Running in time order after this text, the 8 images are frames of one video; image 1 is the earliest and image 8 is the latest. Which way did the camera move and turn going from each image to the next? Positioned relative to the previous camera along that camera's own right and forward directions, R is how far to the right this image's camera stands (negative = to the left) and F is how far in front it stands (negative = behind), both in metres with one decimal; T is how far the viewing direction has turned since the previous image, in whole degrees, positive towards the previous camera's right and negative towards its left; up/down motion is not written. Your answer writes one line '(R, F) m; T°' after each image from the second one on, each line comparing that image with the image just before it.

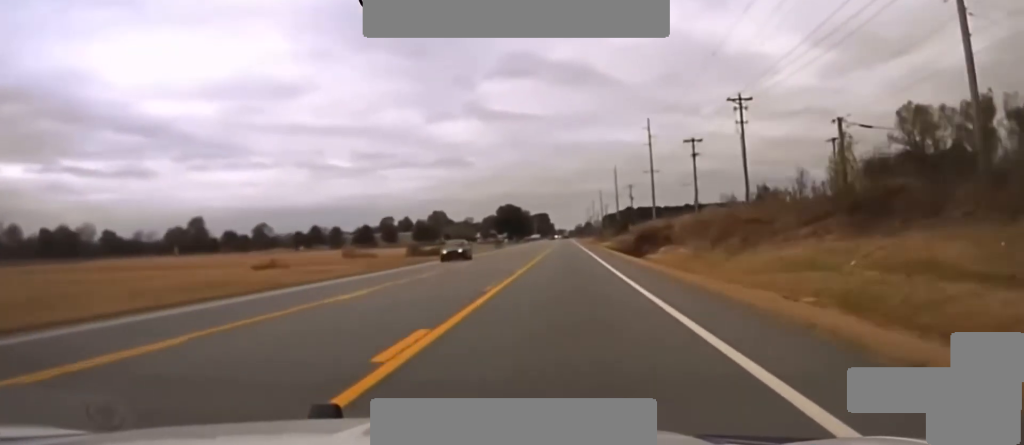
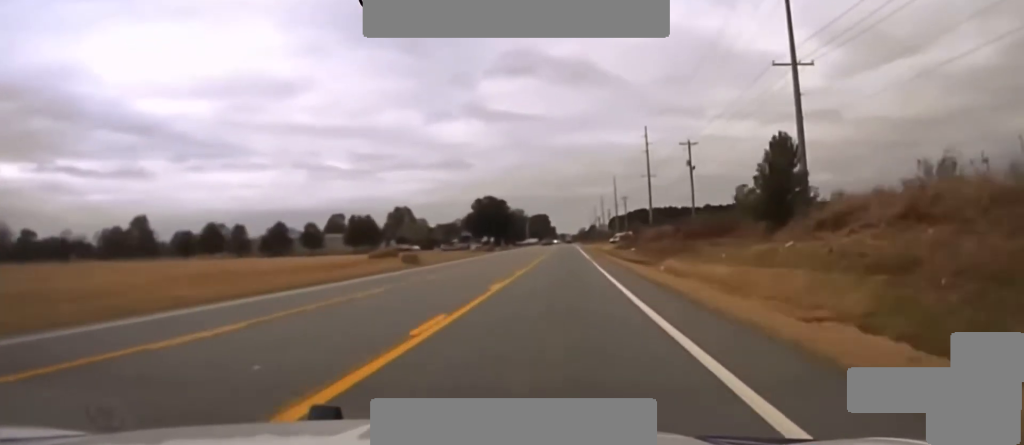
(+0.8, +104.3) m; 0°
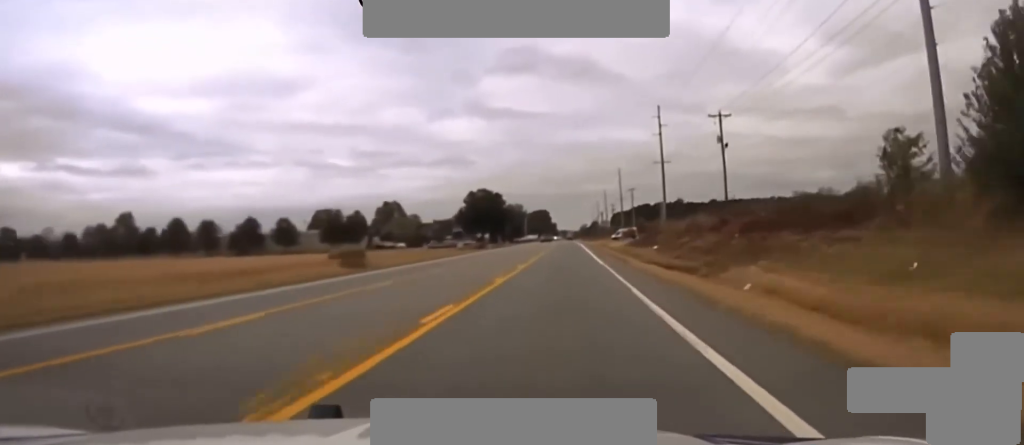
(-0.2, +25.9) m; 0°
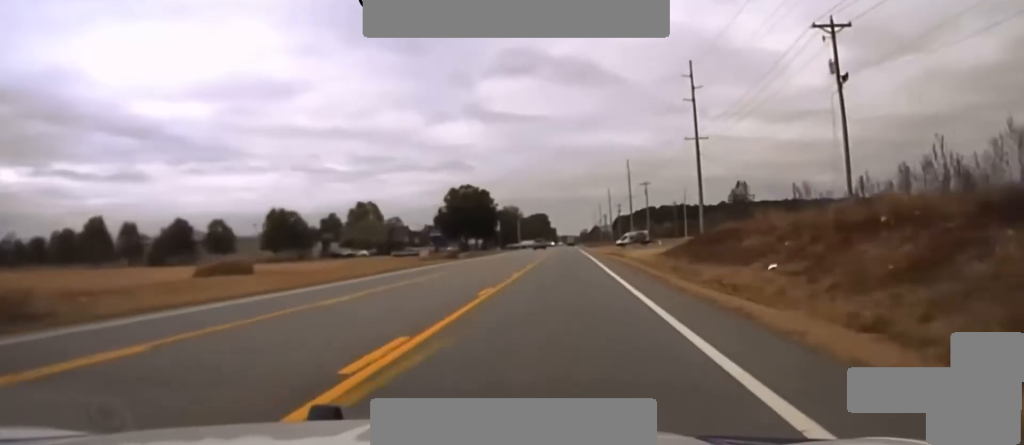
(-0.3, +43.1) m; 0°
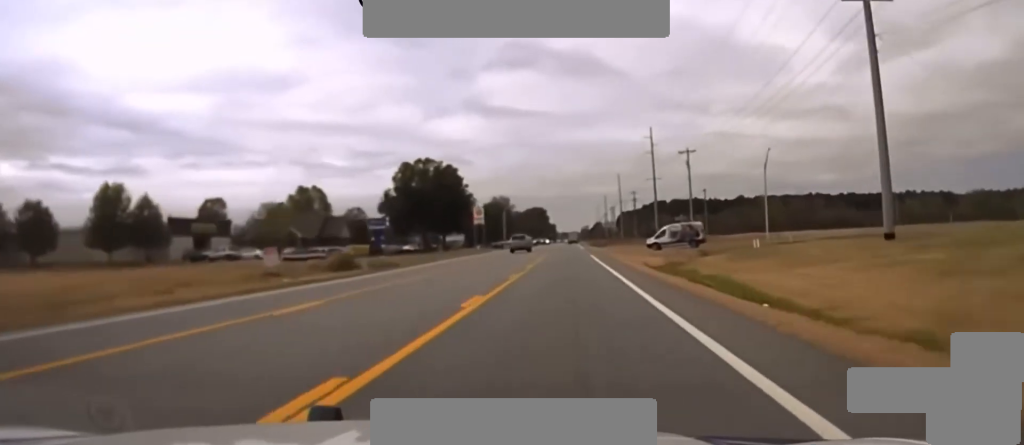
(0.0, +69.3) m; 0°
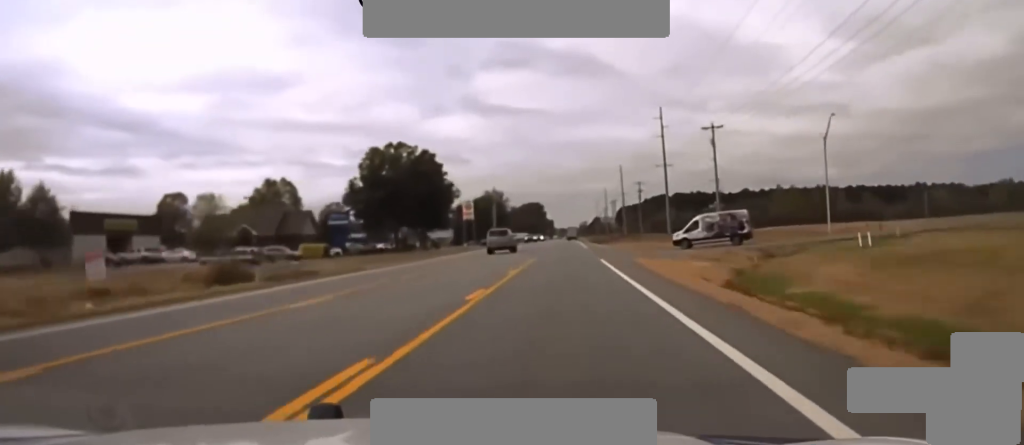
(0.0, +23.9) m; 0°
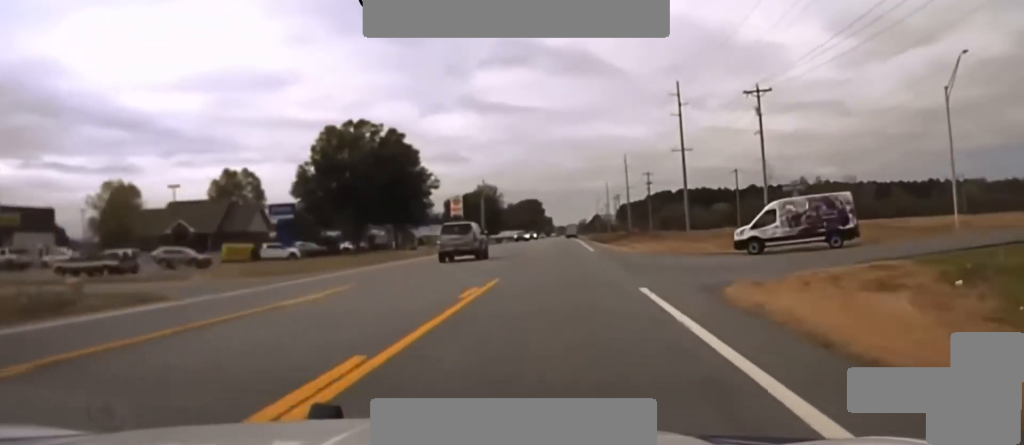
(0.0, +20.9) m; 0°
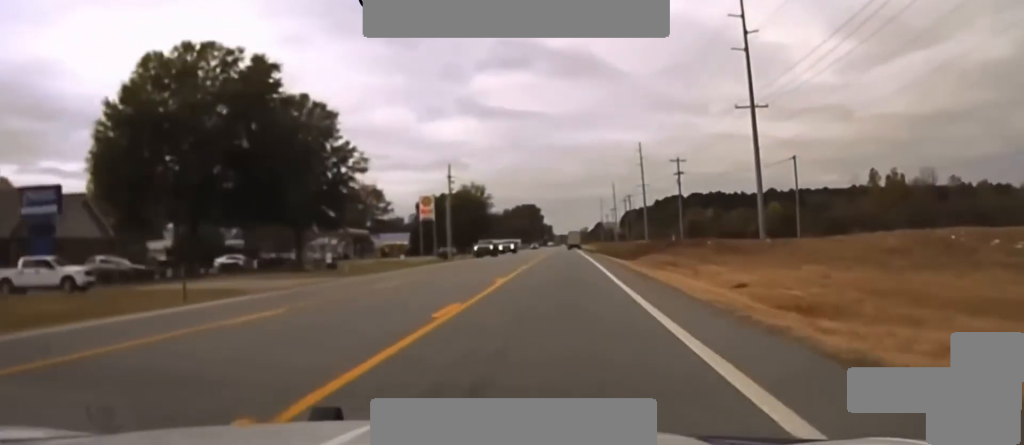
(+0.3, +46.7) m; 0°
